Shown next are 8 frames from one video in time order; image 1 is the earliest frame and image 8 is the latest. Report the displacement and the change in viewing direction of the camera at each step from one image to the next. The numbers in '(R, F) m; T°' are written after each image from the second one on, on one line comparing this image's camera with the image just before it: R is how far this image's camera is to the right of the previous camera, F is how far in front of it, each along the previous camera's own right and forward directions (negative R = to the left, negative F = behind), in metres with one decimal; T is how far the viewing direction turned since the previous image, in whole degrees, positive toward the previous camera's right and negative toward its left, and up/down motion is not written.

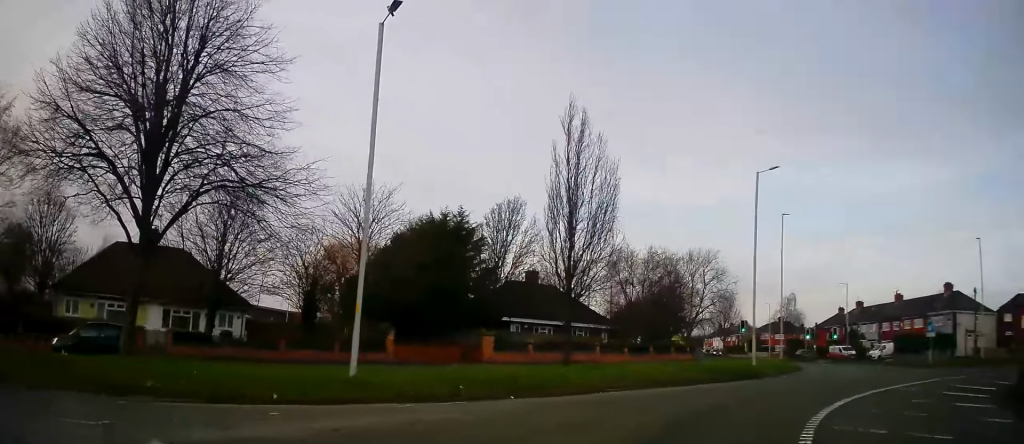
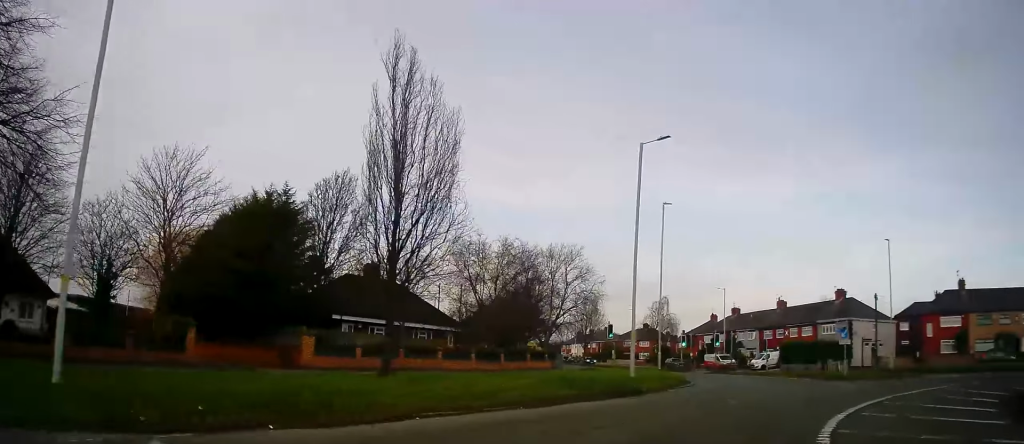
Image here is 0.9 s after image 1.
(+0.7, +6.0) m; +15°
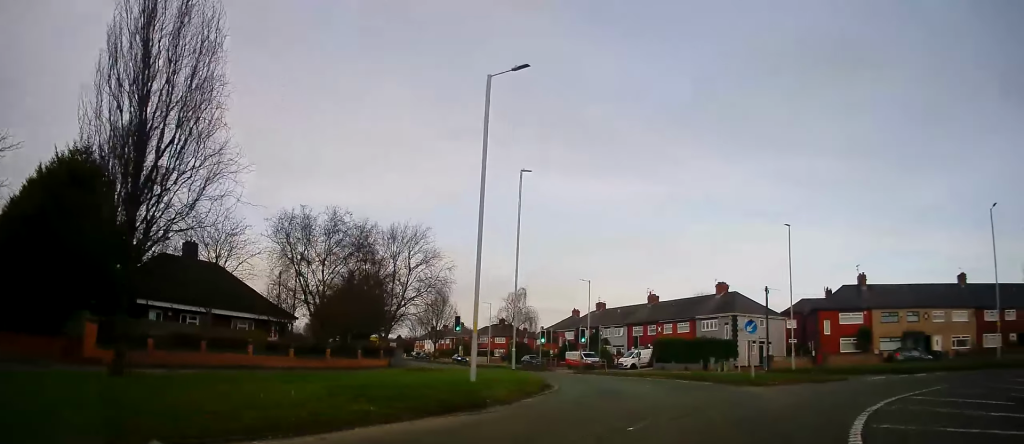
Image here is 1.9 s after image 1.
(+1.0, +6.4) m; +13°
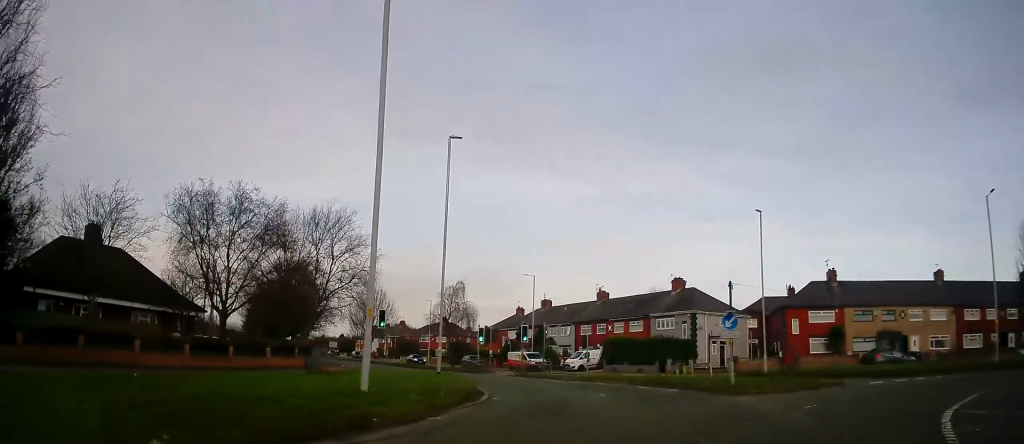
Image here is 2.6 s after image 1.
(+0.2, +4.9) m; +7°
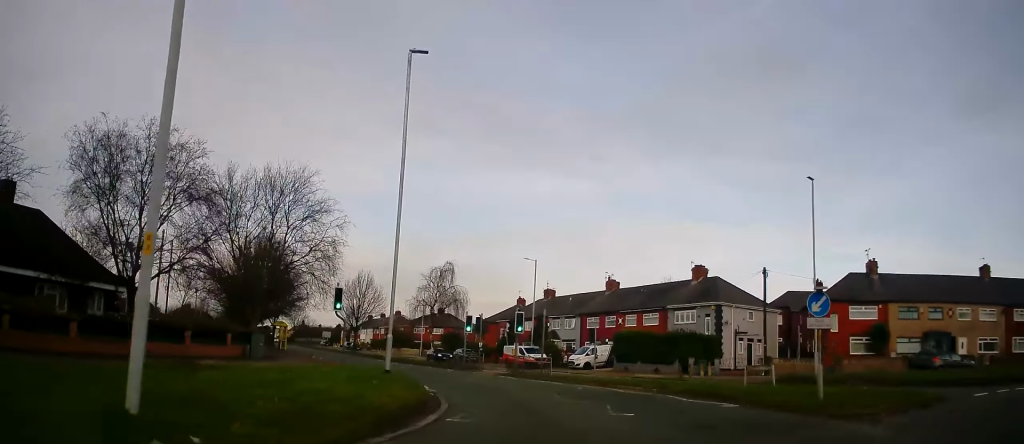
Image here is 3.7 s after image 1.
(+0.5, +7.6) m; +2°
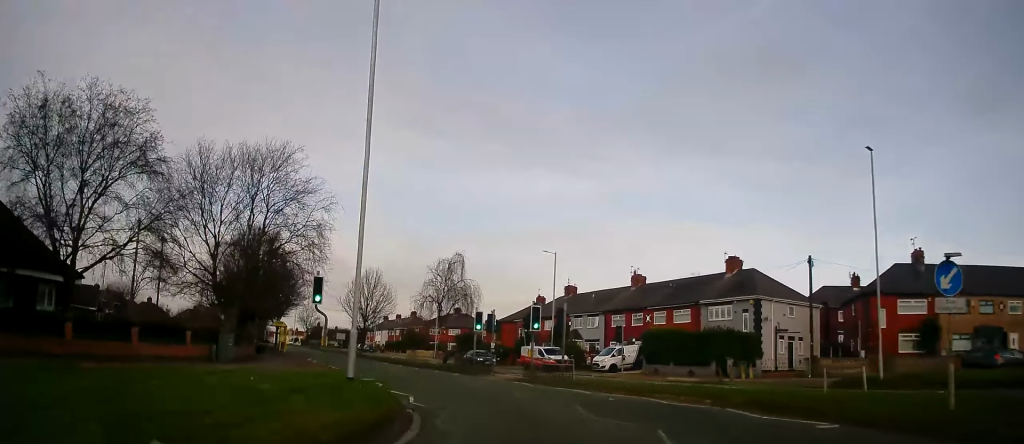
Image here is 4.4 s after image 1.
(-0.1, +4.7) m; -2°
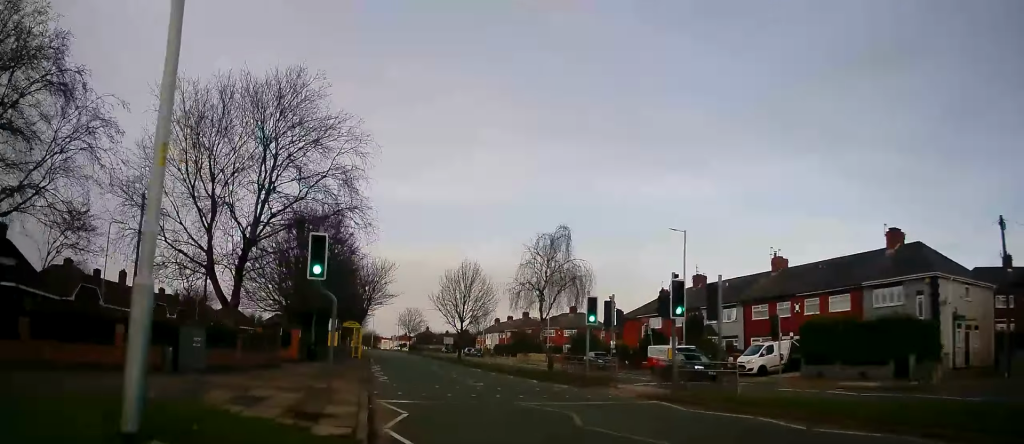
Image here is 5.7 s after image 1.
(-0.4, +9.3) m; -10°
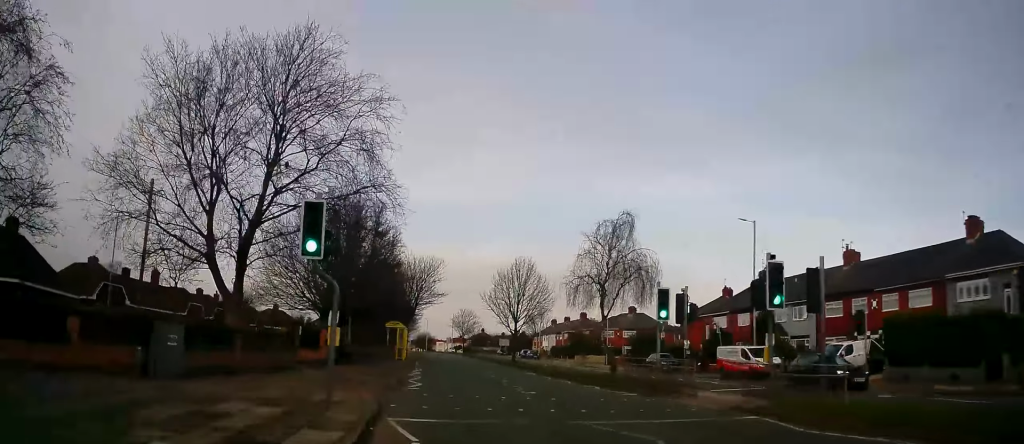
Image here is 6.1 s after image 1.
(-0.4, +3.6) m; -5°
